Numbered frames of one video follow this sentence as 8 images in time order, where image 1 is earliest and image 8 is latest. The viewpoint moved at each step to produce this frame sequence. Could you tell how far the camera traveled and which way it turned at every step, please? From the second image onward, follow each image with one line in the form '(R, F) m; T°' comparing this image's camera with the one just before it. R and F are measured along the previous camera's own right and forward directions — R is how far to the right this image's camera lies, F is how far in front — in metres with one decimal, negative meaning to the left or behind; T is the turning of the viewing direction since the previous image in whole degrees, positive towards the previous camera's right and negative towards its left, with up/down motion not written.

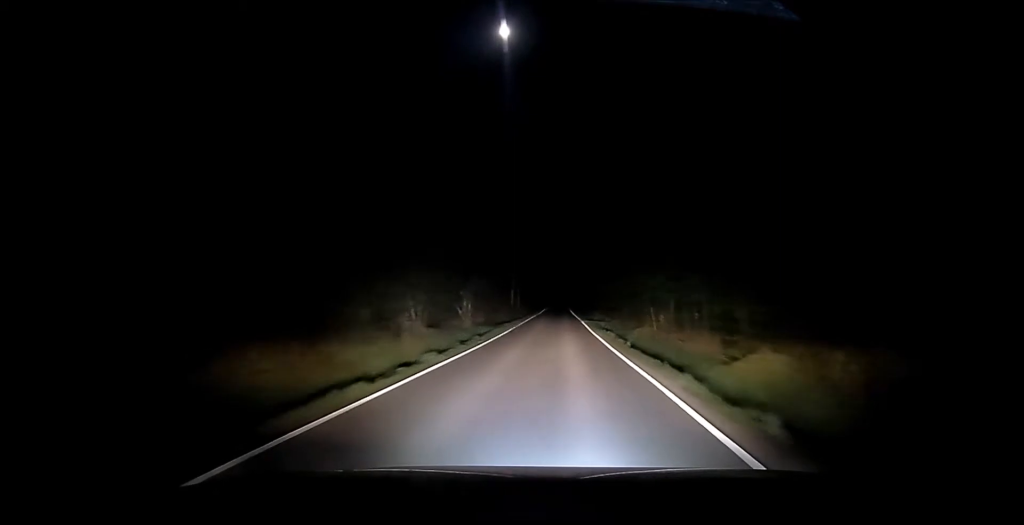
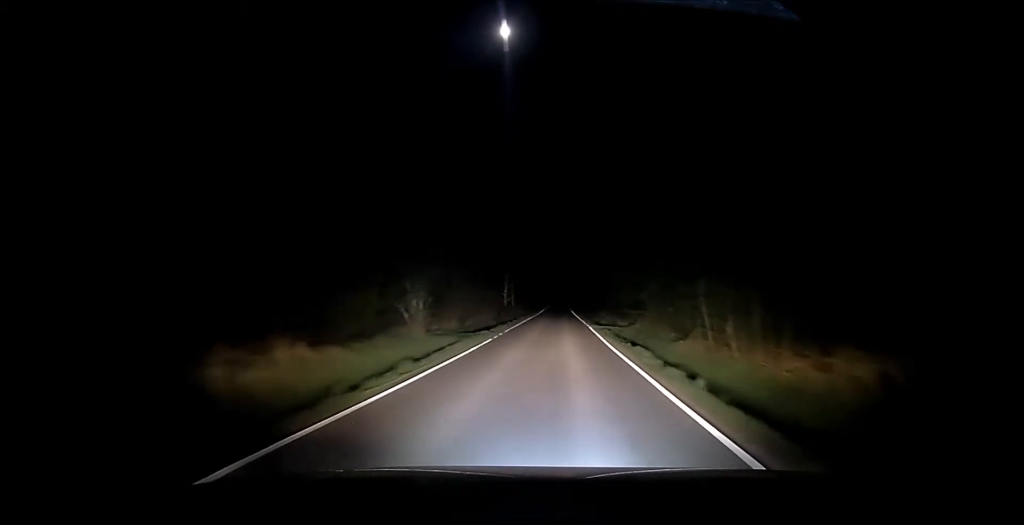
(0.0, +11.9) m; -1°
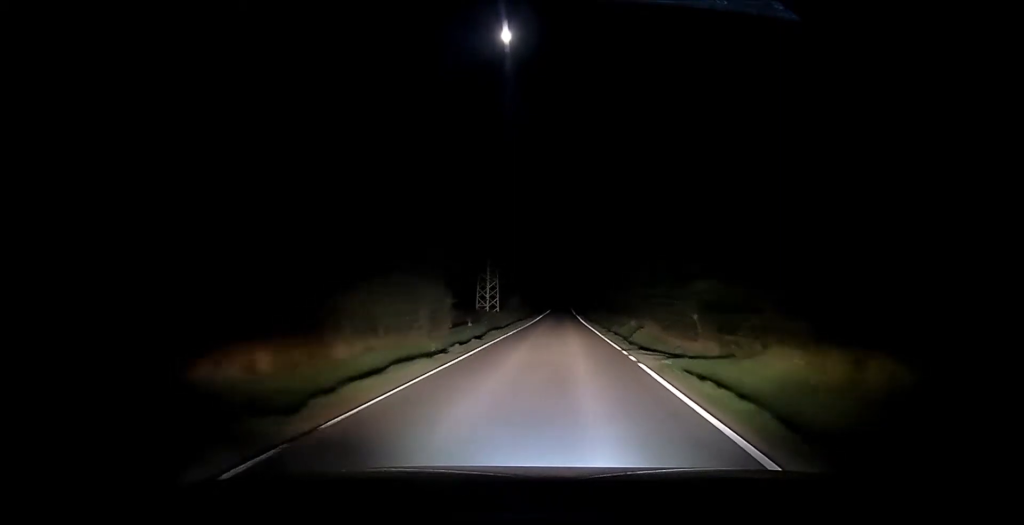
(-0.3, +22.6) m; 0°
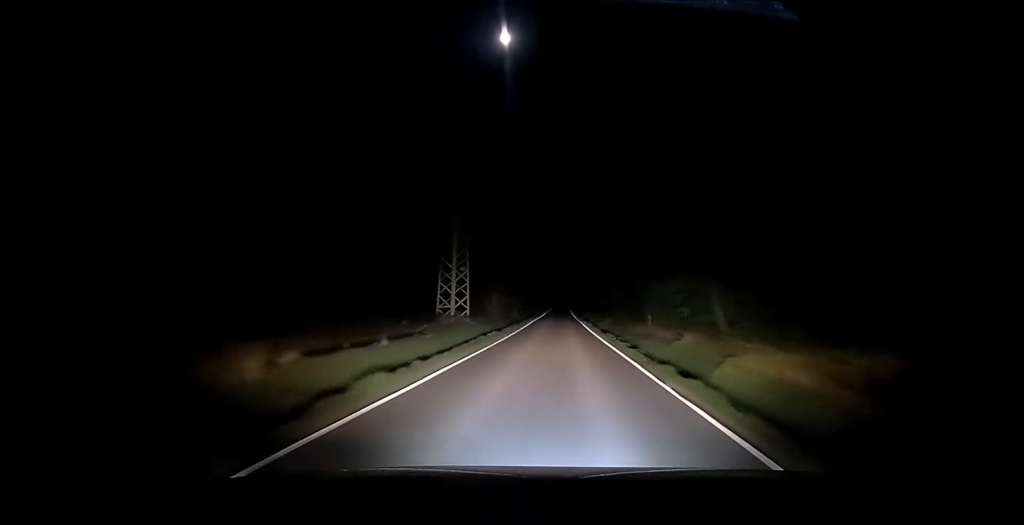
(+0.2, +18.0) m; 0°
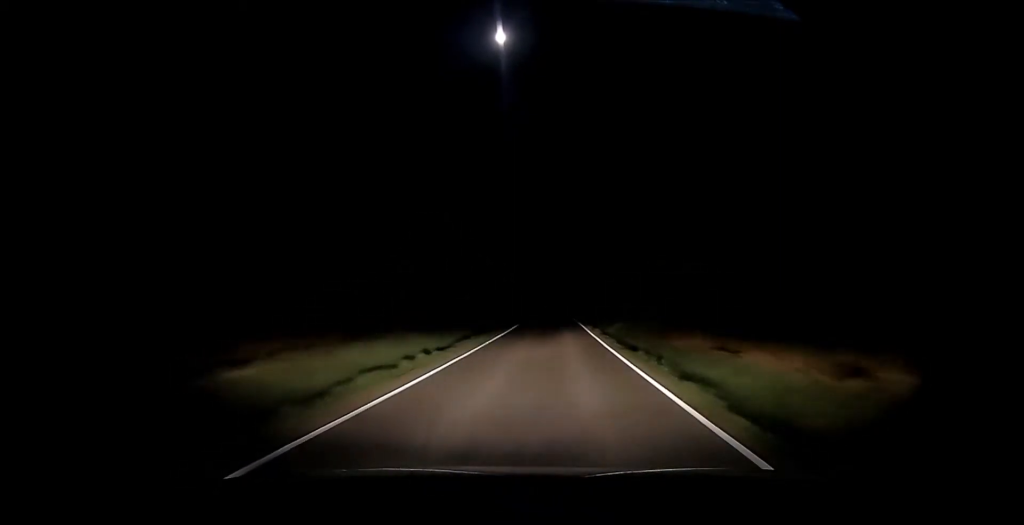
(-0.1, +15.4) m; 0°
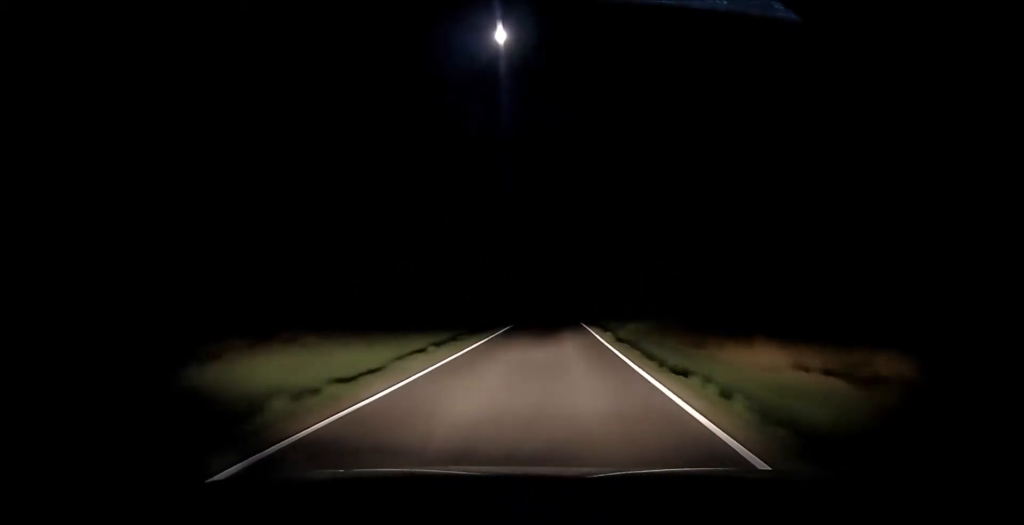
(-0.1, +8.0) m; 0°
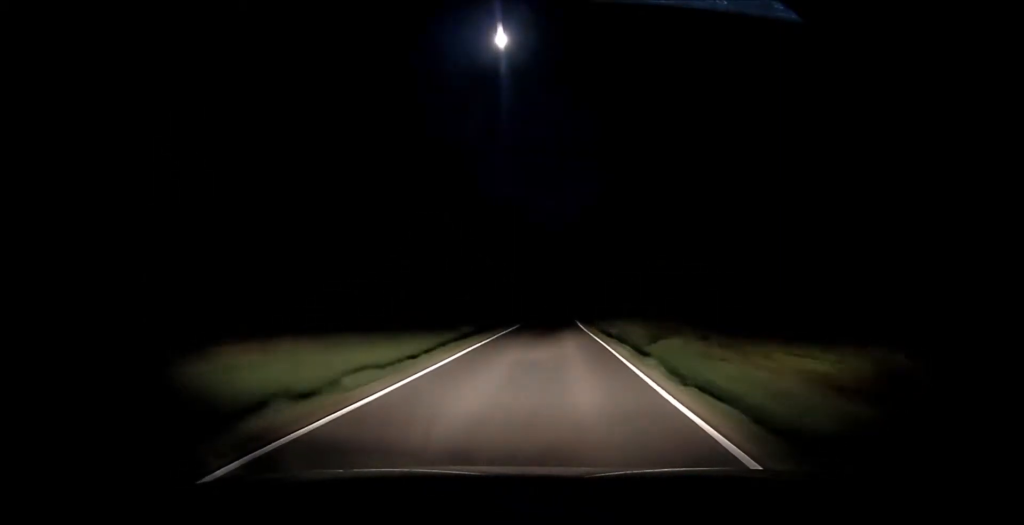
(+0.2, +12.8) m; +1°
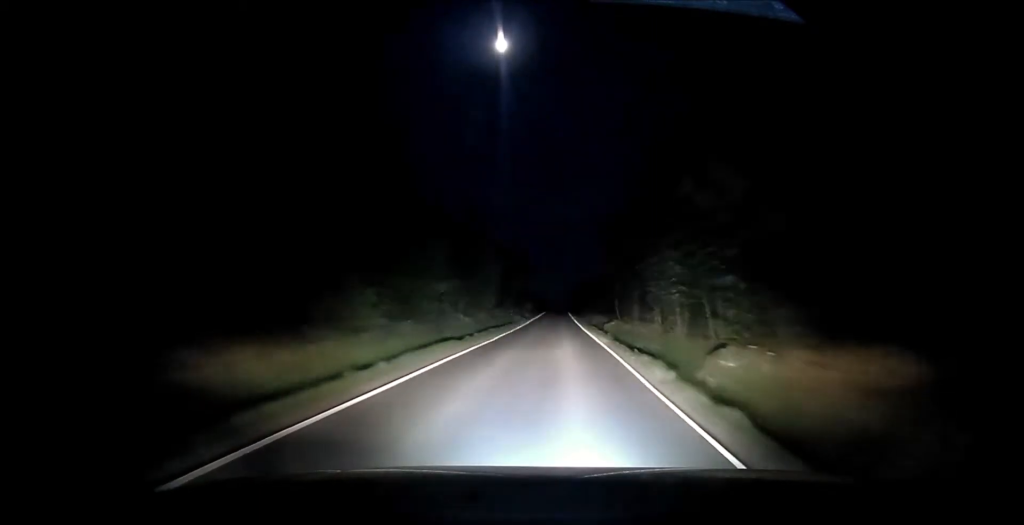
(+0.5, +48.9) m; 0°
